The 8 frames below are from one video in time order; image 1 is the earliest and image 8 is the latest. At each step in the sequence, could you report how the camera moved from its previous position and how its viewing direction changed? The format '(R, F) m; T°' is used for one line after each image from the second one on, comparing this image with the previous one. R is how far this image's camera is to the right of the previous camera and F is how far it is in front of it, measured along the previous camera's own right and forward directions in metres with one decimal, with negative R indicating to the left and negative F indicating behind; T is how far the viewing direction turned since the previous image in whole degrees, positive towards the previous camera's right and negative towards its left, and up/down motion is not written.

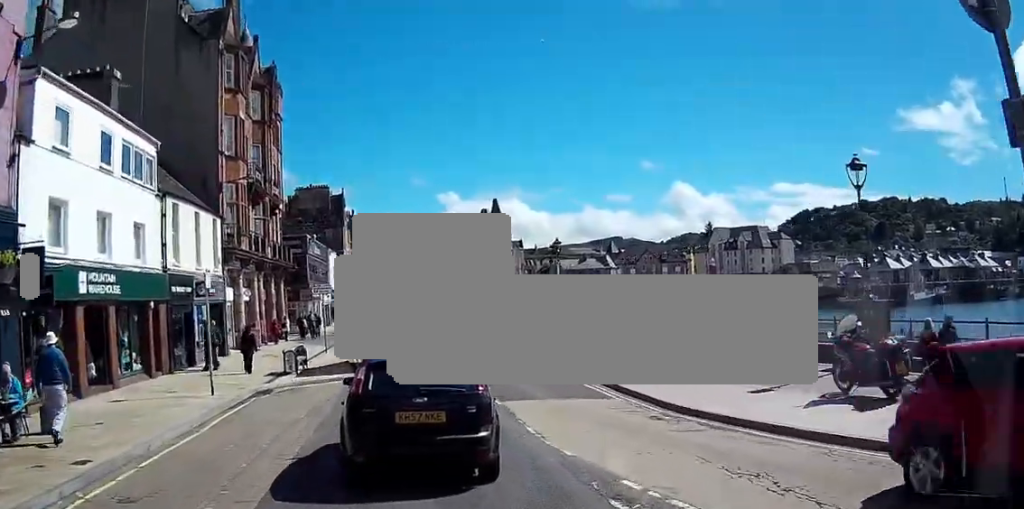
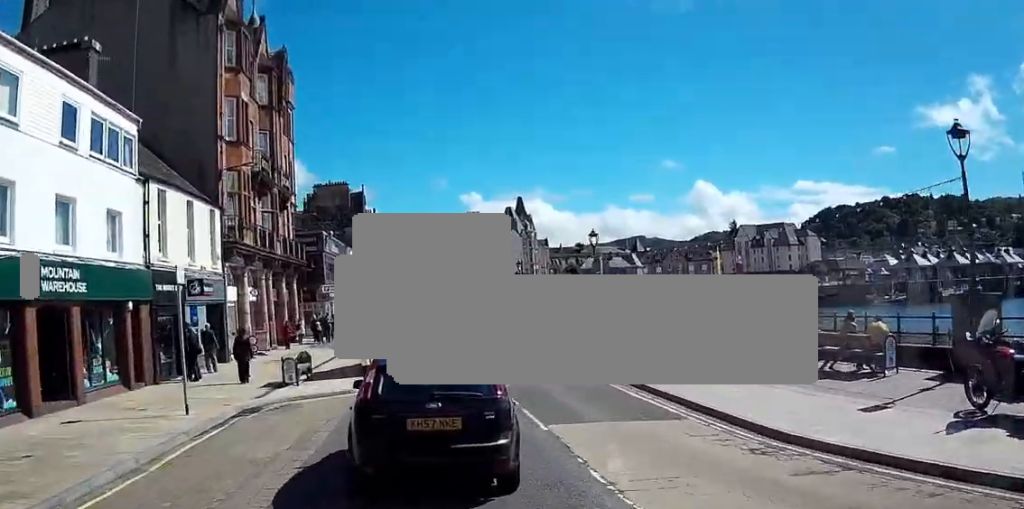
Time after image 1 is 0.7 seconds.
(0.0, +3.9) m; -2°
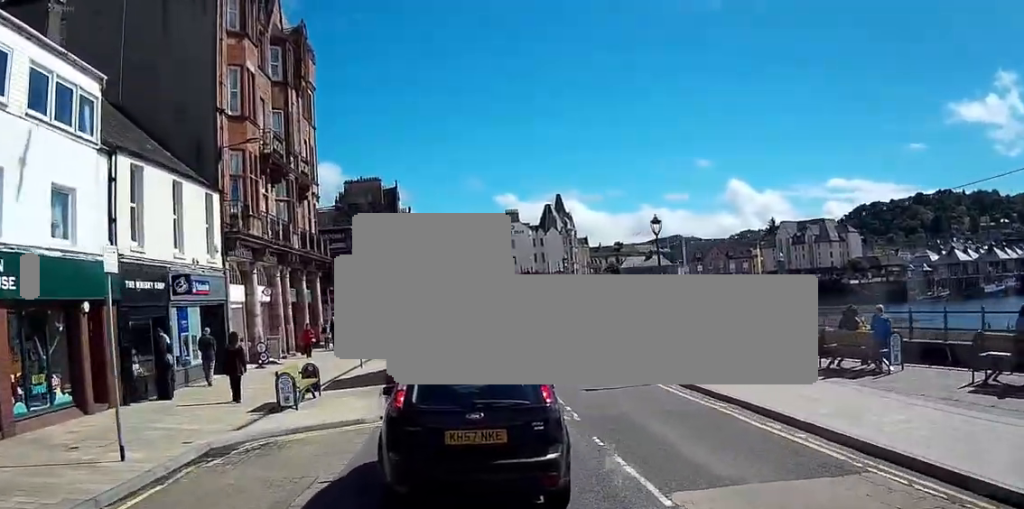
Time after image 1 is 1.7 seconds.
(-0.2, +5.6) m; -3°
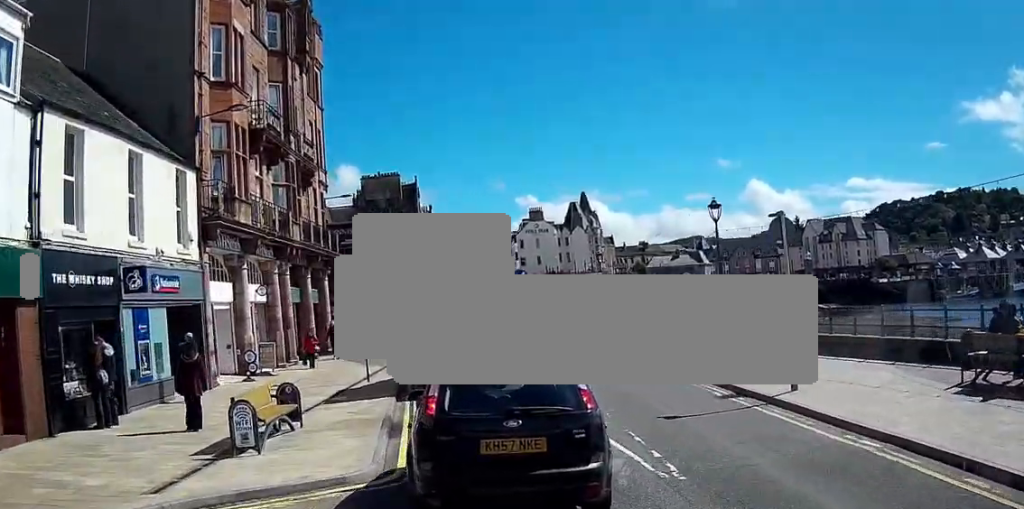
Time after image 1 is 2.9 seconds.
(-0.1, +5.5) m; -1°
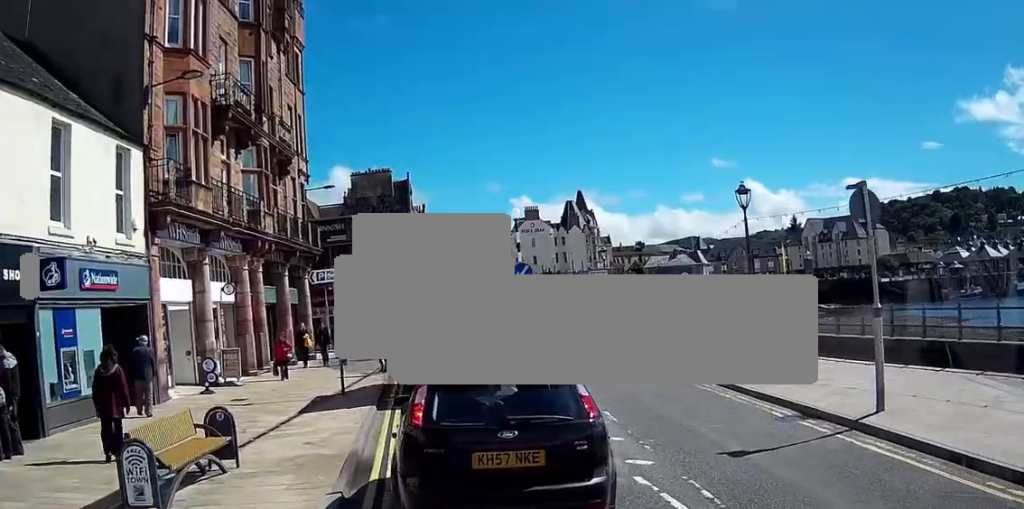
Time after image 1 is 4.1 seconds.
(0.0, +3.7) m; 0°
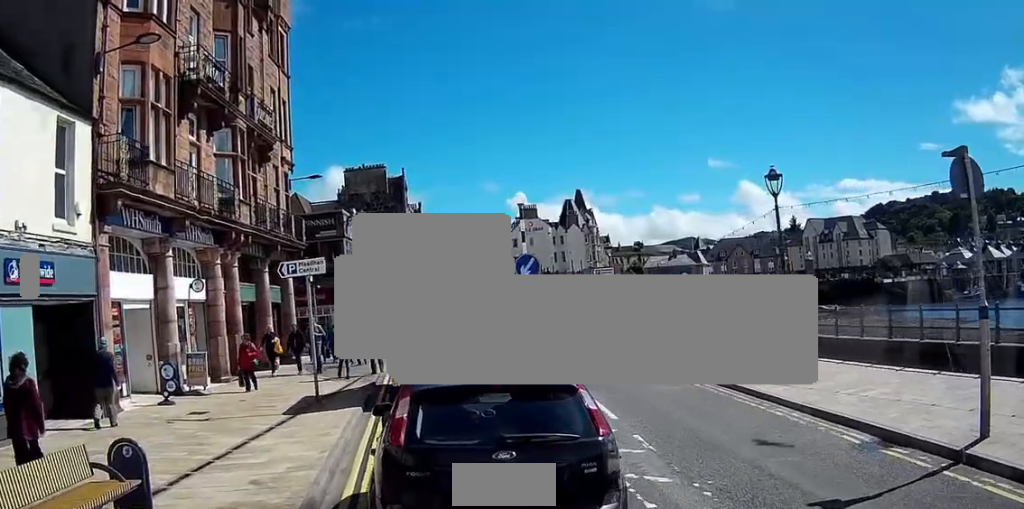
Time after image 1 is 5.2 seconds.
(0.0, +3.0) m; -1°
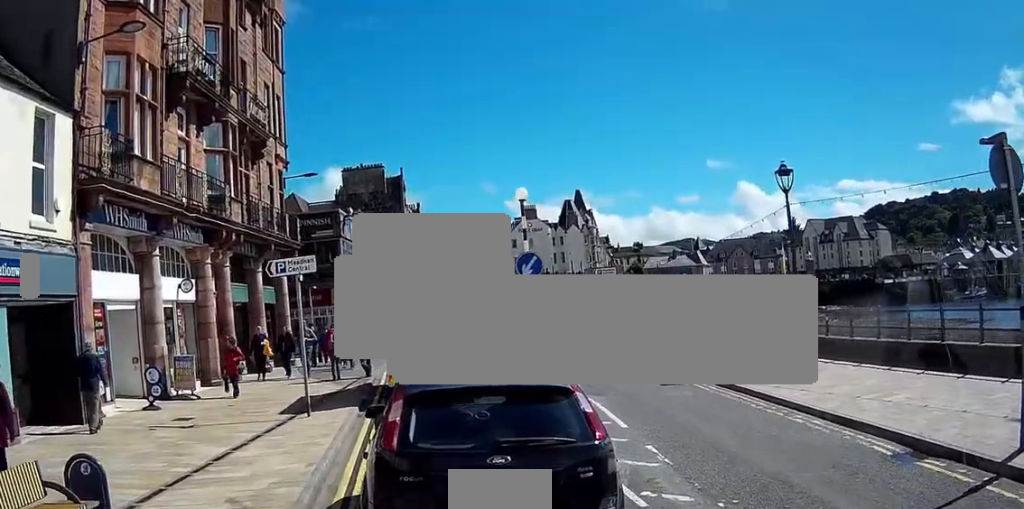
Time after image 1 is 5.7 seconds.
(0.0, +1.0) m; -1°
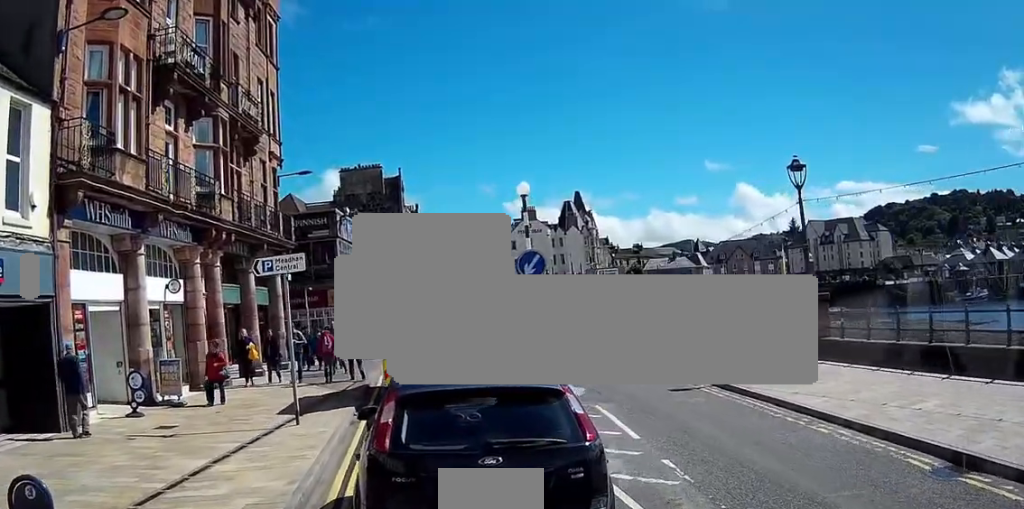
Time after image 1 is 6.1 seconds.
(0.0, +1.0) m; +1°
